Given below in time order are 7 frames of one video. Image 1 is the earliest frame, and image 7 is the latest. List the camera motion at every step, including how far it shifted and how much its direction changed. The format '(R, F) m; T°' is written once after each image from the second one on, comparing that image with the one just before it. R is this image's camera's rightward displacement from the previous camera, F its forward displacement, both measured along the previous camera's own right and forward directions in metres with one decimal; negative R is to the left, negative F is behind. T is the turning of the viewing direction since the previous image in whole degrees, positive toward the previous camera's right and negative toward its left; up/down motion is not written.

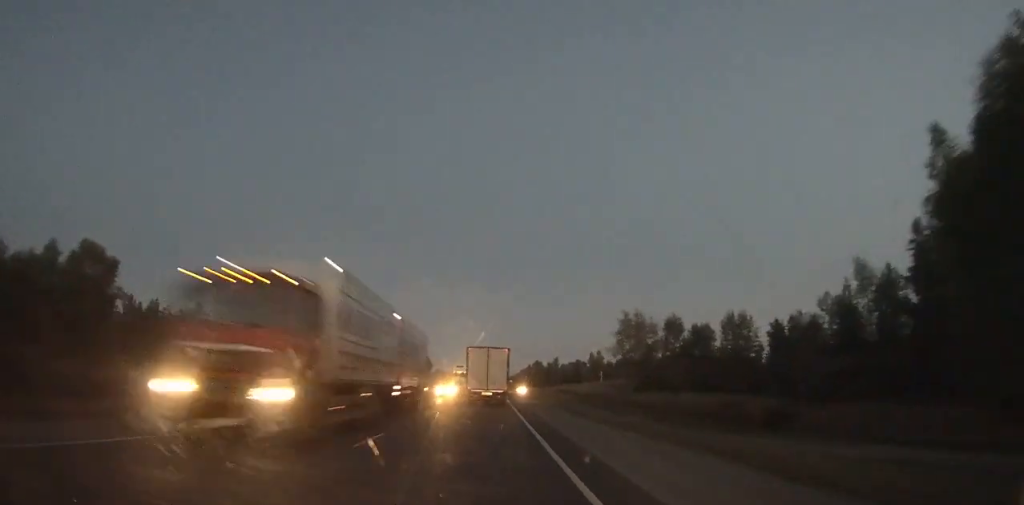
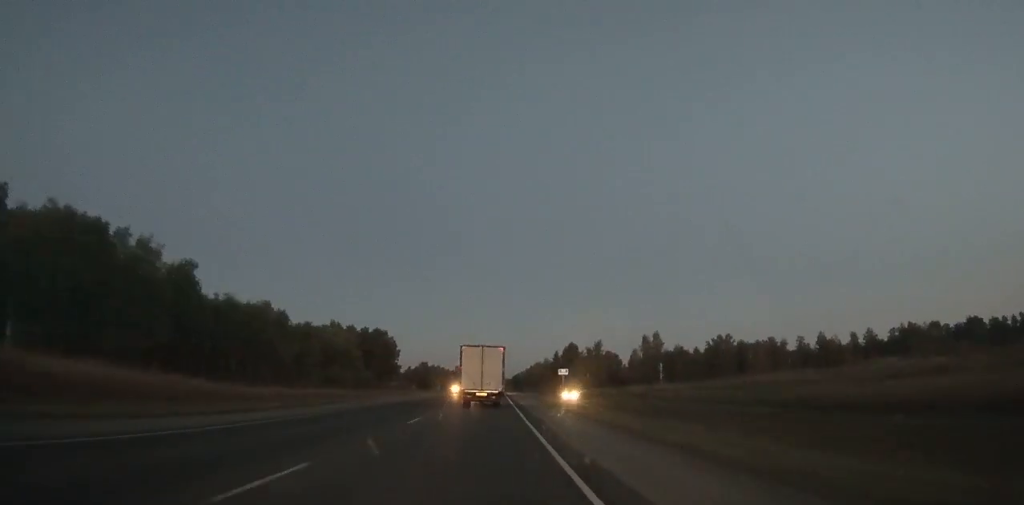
(-0.1, +114.2) m; 0°
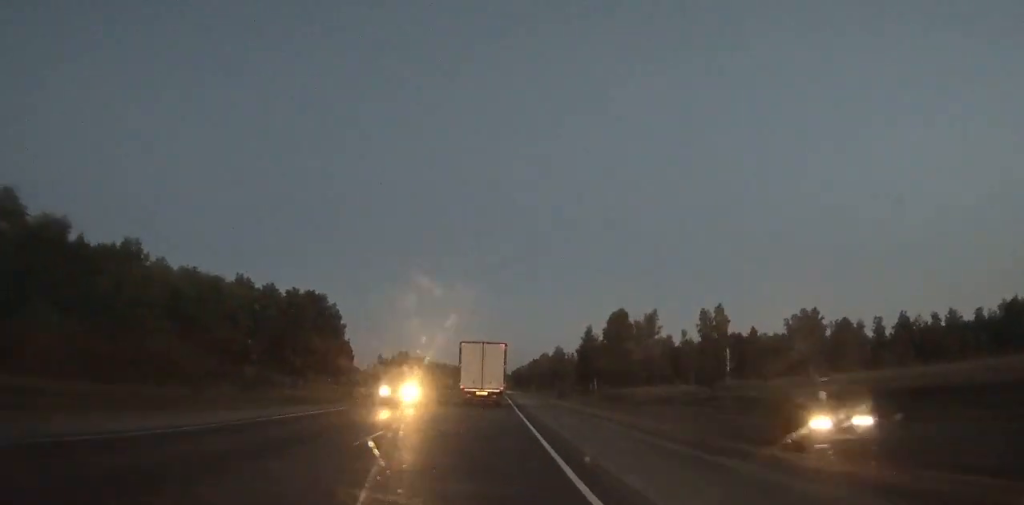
(+0.1, +66.2) m; 0°
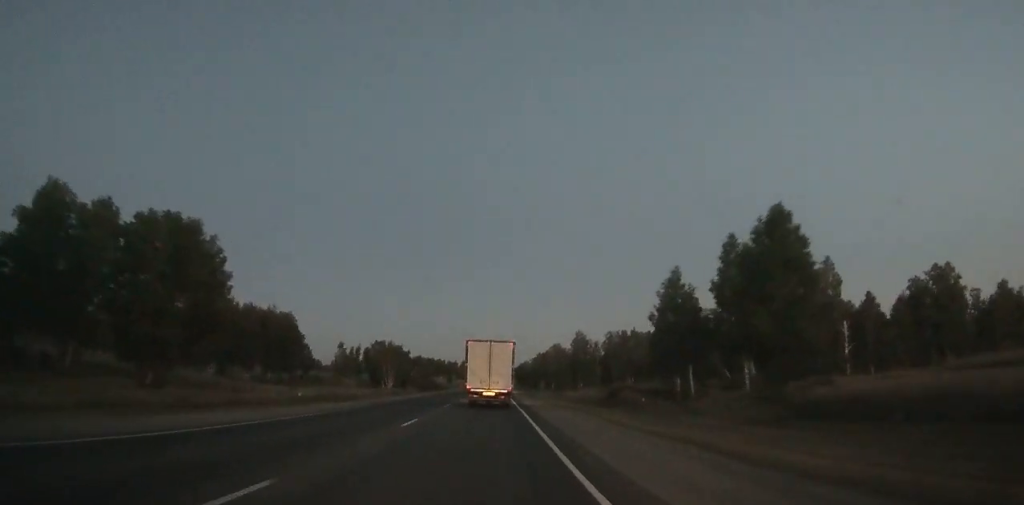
(0.0, +56.0) m; 0°
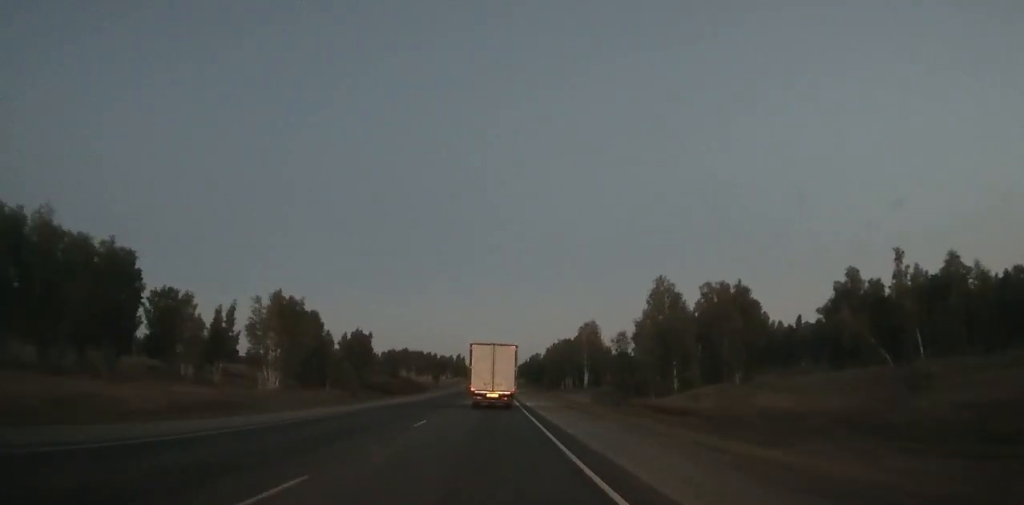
(-0.1, +84.4) m; 0°
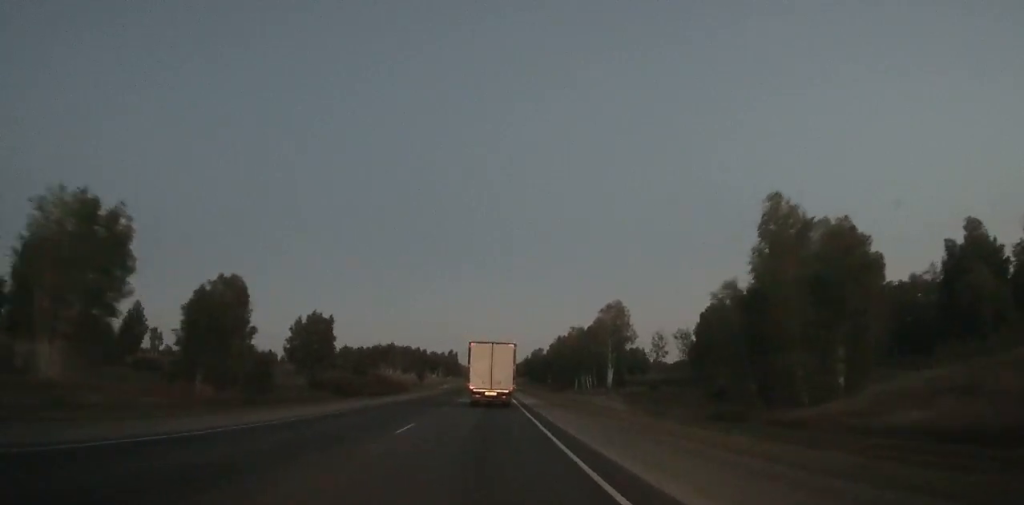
(0.0, +38.6) m; 0°
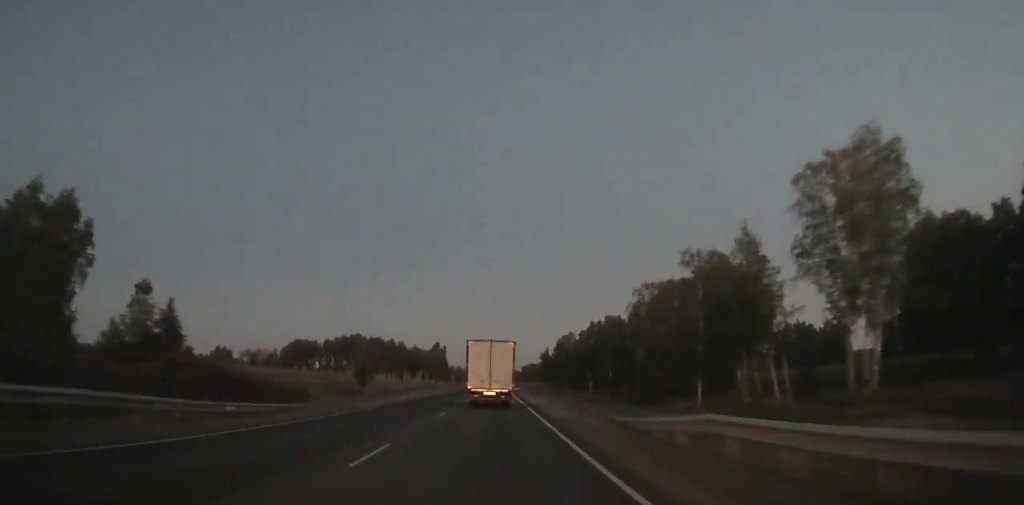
(-0.1, +88.2) m; 0°
